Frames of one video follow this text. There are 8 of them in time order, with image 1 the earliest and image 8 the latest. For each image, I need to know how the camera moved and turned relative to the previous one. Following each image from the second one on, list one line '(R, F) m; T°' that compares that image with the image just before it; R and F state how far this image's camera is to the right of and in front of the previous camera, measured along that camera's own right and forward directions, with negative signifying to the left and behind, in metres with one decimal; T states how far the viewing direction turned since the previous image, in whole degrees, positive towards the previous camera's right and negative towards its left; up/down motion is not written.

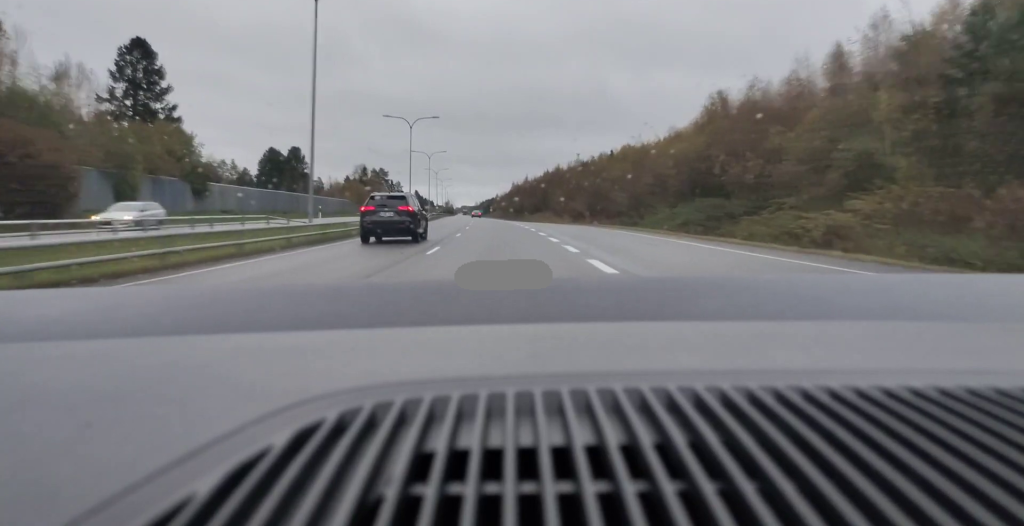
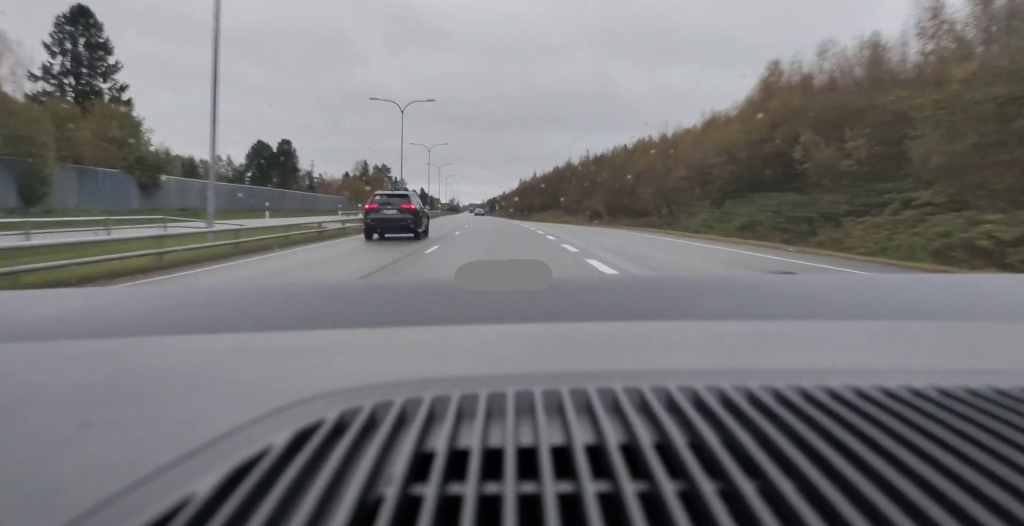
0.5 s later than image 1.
(-0.1, +13.0) m; -1°
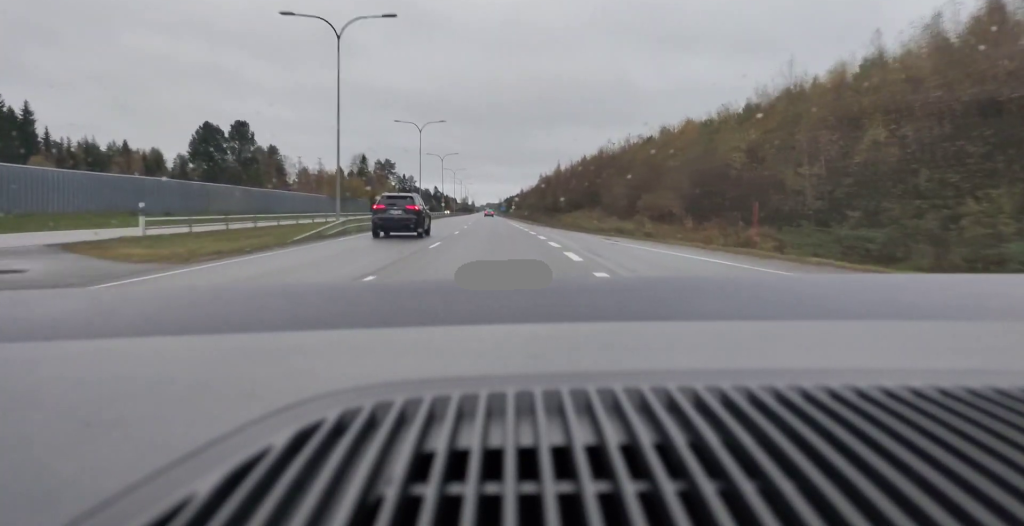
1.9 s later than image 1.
(-1.1, +33.0) m; -3°
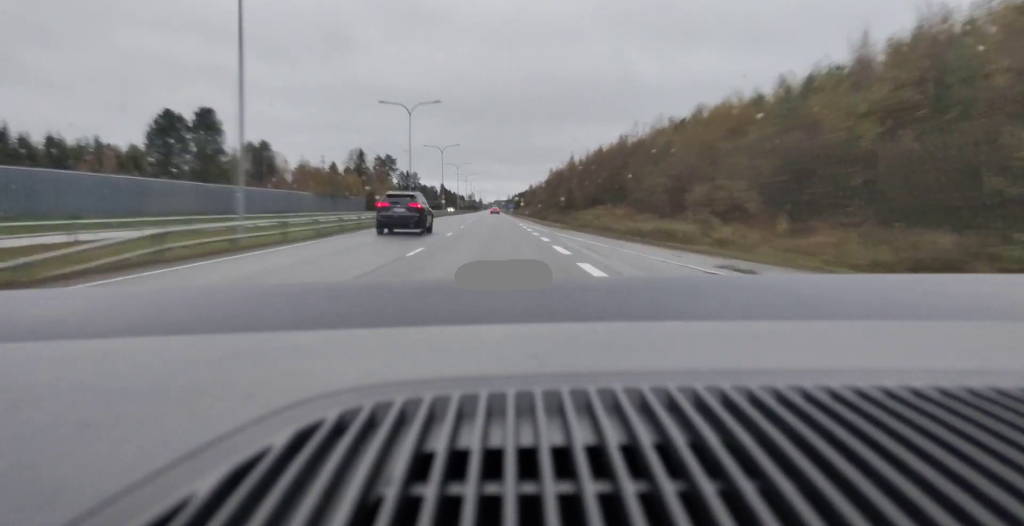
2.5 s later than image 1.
(-0.1, +15.7) m; 0°
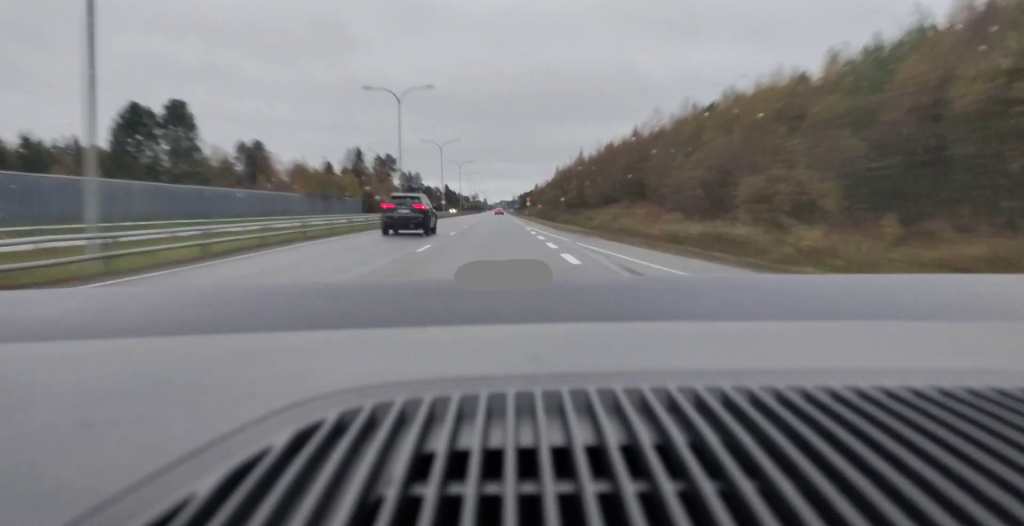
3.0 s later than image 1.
(0.0, +10.3) m; 0°
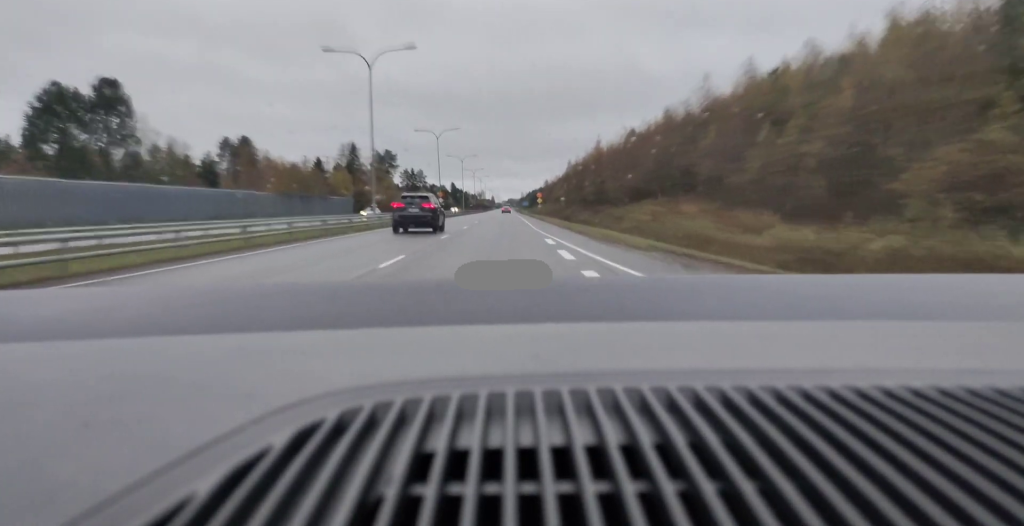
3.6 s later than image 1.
(+0.1, +16.2) m; 0°
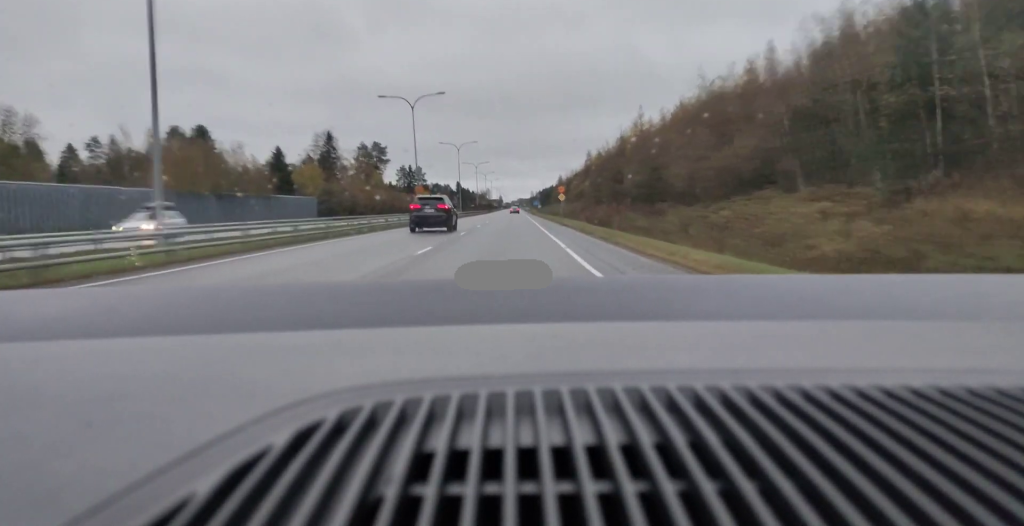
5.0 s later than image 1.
(-0.8, +33.0) m; -2°
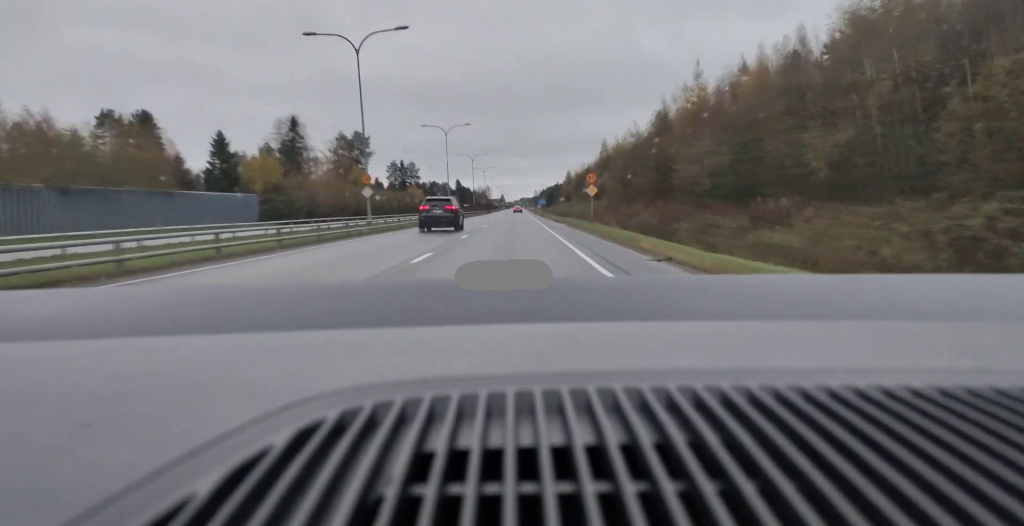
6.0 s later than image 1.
(+0.1, +26.0) m; +1°
